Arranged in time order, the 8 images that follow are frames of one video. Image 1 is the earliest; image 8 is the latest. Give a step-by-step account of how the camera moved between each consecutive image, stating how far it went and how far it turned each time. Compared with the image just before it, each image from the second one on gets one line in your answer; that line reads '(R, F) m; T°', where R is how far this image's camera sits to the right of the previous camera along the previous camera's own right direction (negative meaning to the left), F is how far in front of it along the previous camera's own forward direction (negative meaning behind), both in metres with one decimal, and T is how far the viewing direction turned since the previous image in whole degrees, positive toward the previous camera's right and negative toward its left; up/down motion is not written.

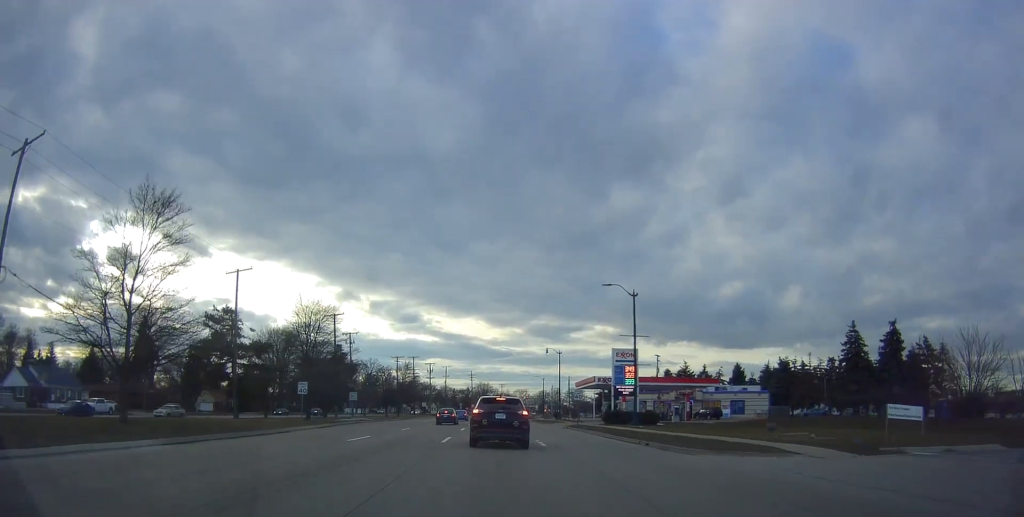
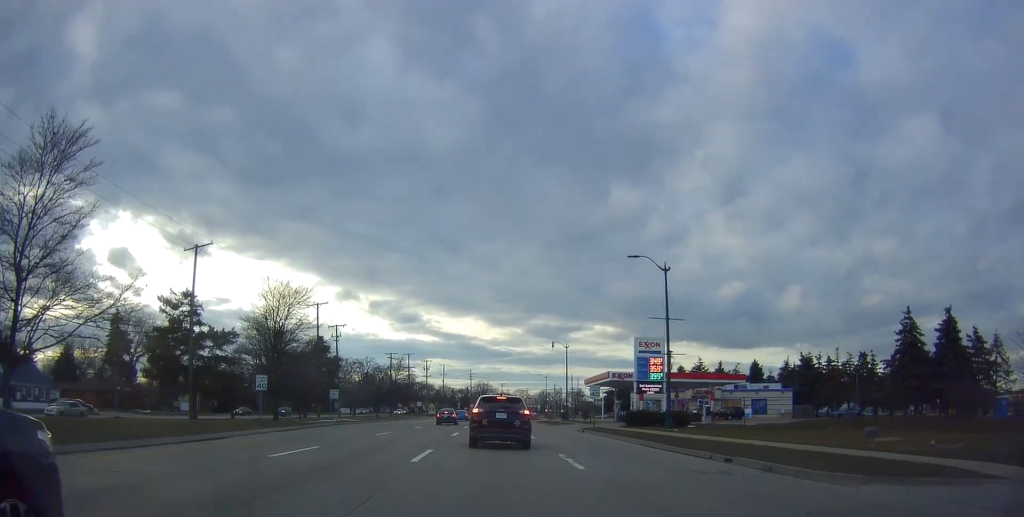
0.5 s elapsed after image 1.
(+0.1, +8.6) m; 0°
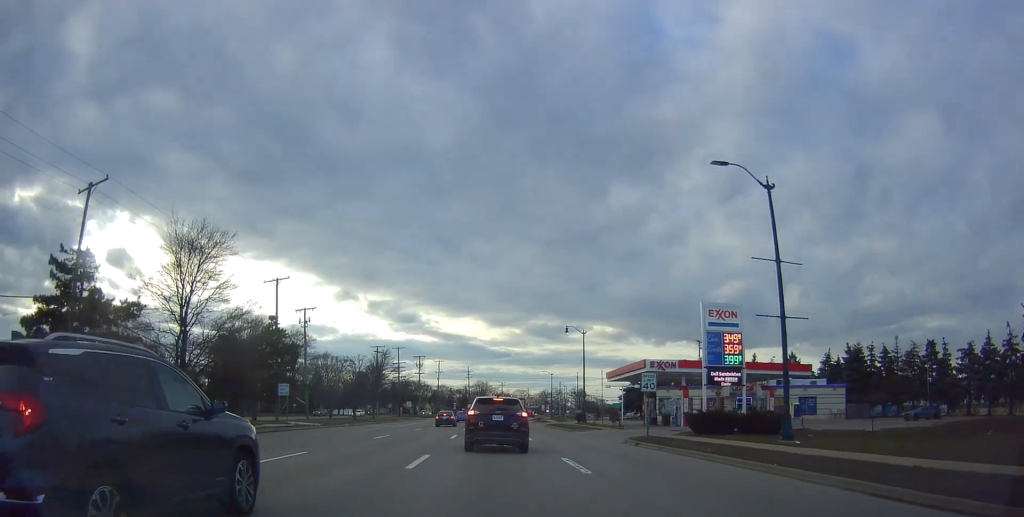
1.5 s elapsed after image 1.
(0.0, +15.3) m; +1°
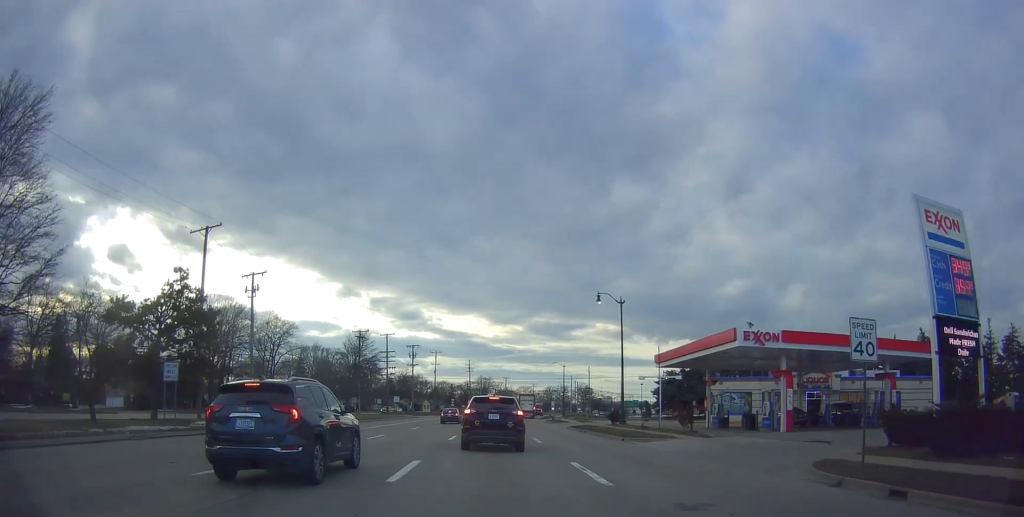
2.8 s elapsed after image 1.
(+0.6, +18.2) m; +1°
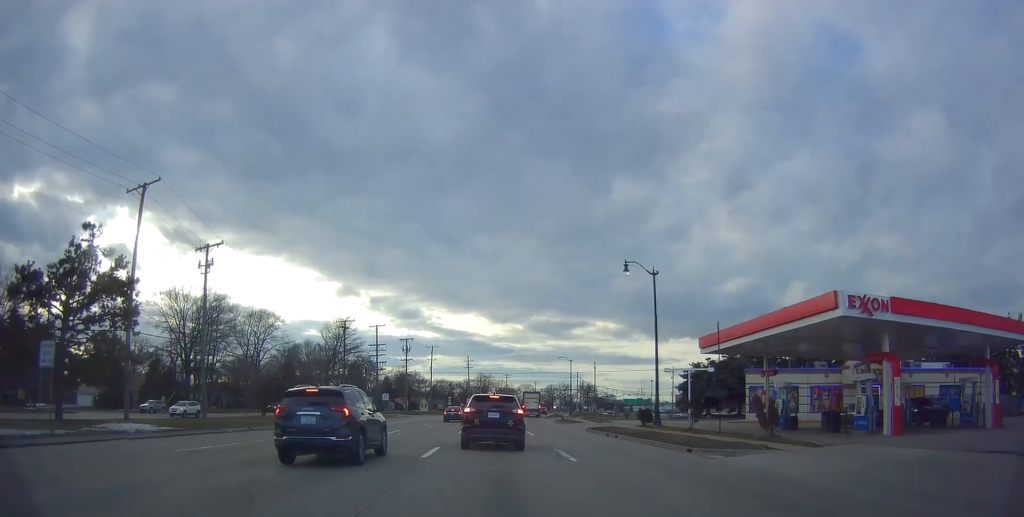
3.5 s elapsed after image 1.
(-0.4, +10.1) m; -1°
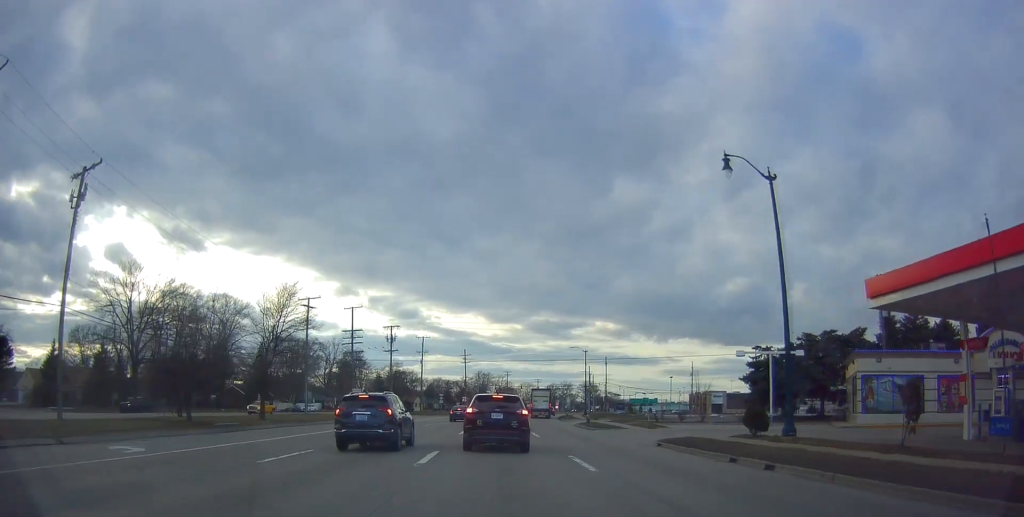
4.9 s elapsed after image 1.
(-0.1, +18.1) m; +2°
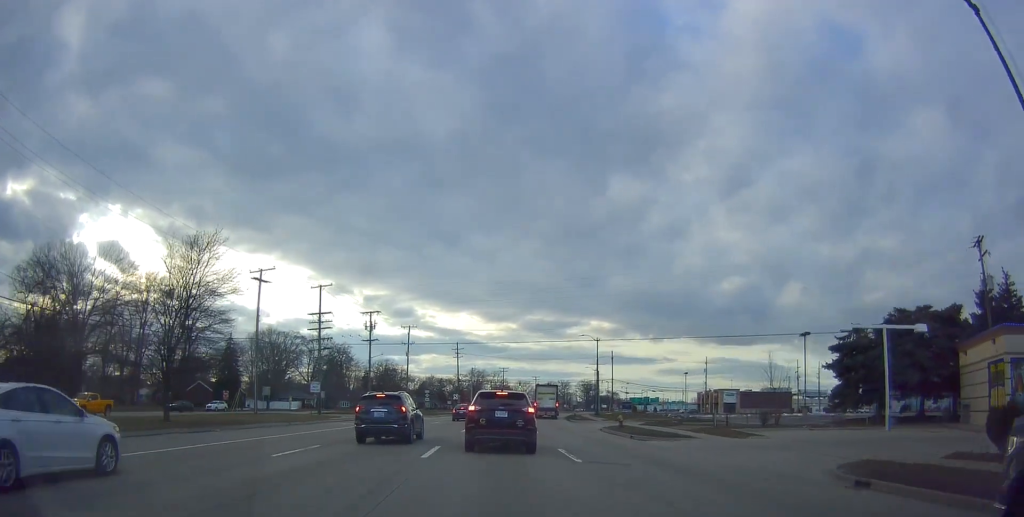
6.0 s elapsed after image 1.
(+0.4, +14.2) m; 0°
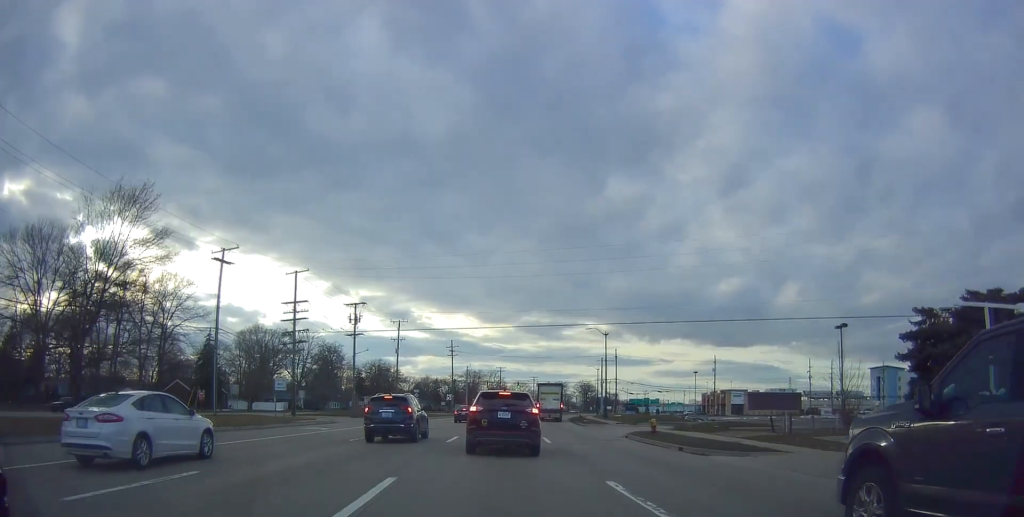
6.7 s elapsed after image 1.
(-0.4, +8.3) m; -1°
